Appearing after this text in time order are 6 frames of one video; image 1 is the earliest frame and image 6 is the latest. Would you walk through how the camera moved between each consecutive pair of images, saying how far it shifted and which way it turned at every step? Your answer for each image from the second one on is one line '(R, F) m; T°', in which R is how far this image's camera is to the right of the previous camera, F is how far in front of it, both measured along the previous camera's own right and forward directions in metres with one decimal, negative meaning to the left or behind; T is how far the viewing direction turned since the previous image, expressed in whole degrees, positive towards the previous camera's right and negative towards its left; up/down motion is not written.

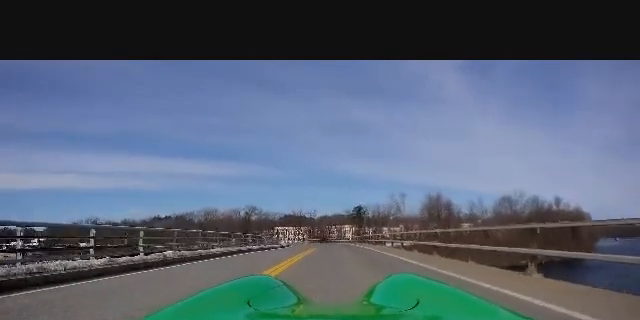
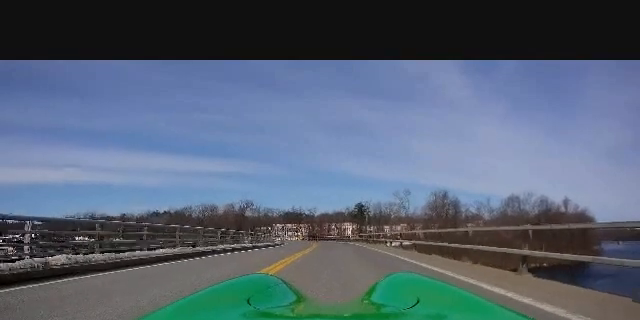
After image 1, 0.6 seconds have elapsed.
(+0.3, +6.2) m; 0°
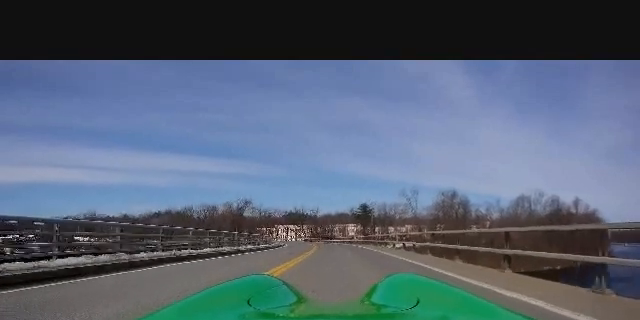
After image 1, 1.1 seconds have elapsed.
(-0.2, +5.5) m; -1°
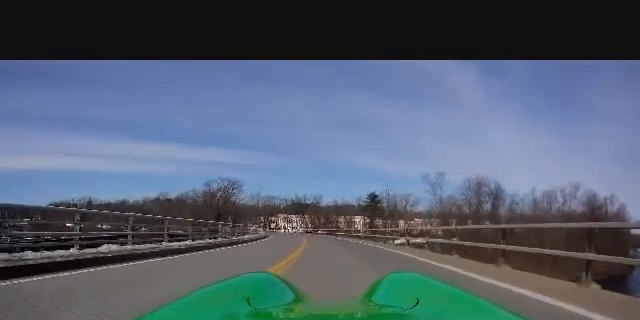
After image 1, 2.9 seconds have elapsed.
(-0.4, +18.0) m; -2°
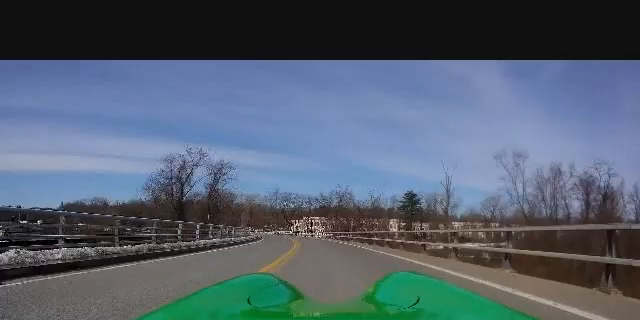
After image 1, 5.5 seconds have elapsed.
(+0.1, +26.0) m; -2°
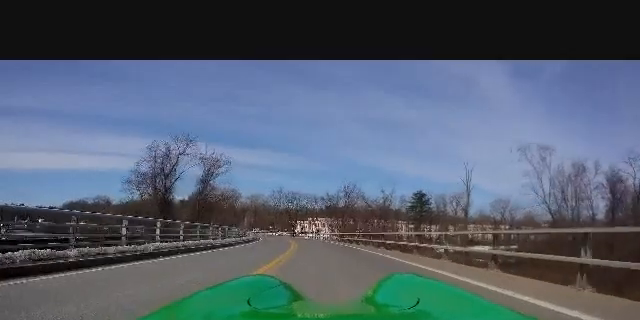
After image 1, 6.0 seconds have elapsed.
(-0.2, +5.8) m; -1°
